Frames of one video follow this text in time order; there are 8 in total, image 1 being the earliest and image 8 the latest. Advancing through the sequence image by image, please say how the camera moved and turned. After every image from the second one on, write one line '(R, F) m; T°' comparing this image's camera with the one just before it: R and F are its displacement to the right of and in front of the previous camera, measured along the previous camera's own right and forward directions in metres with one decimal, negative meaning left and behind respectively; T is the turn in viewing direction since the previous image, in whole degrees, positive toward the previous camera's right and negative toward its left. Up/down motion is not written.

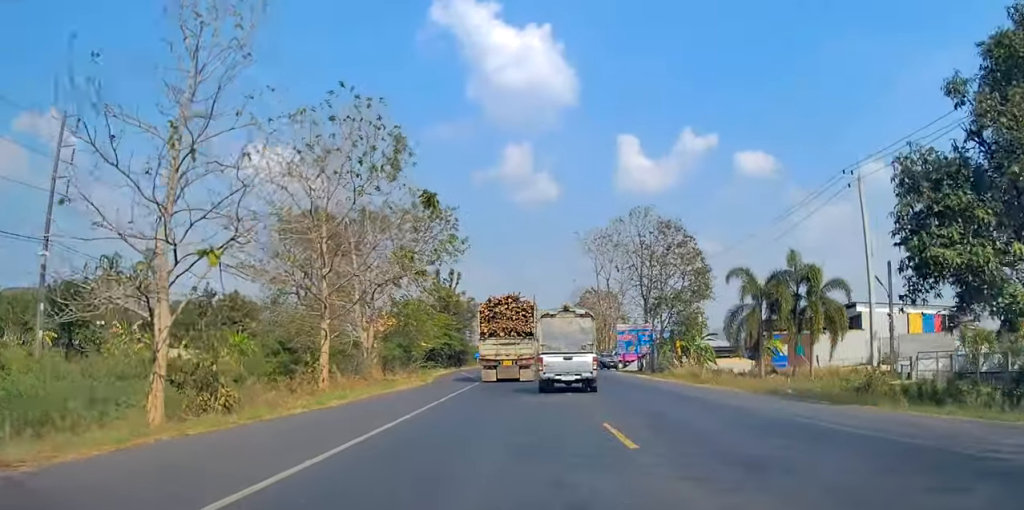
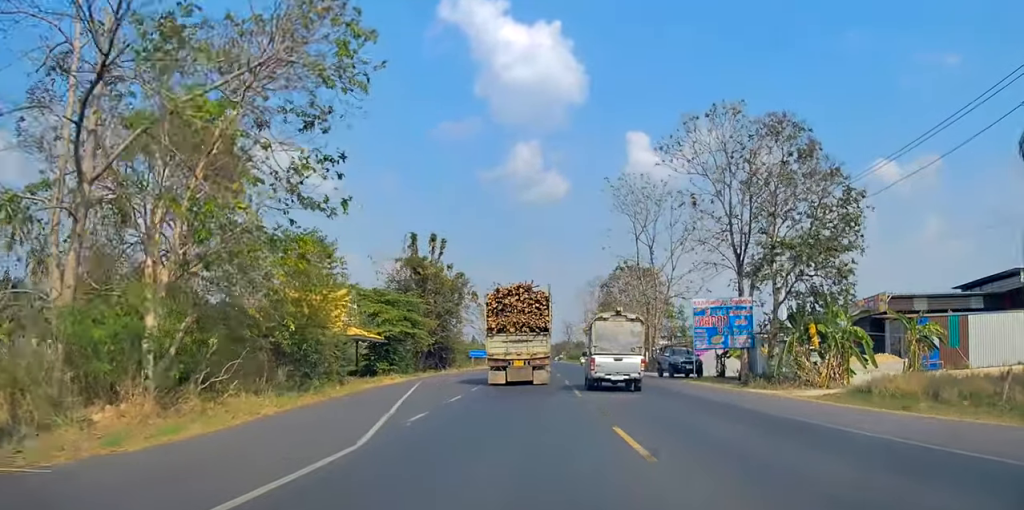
(-0.3, +24.3) m; -1°
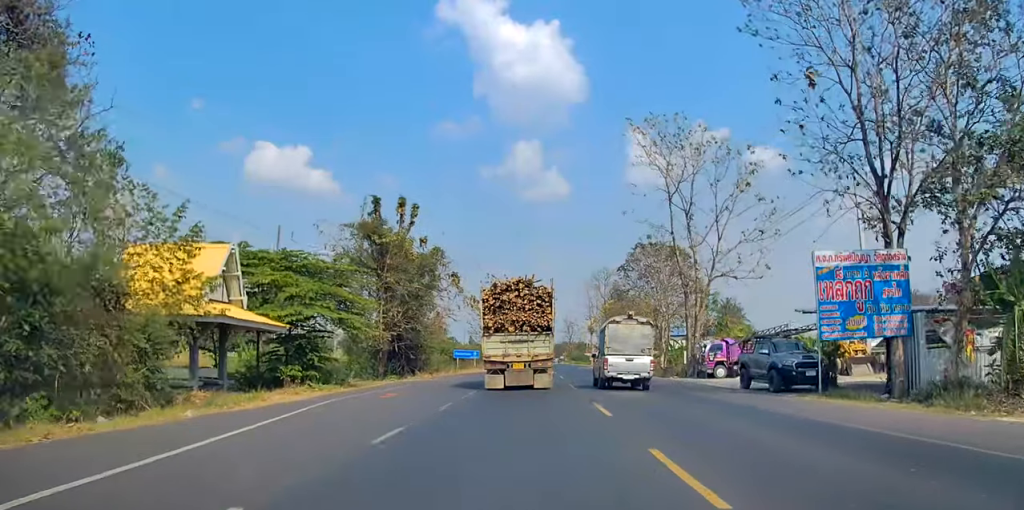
(-0.2, +14.0) m; -2°
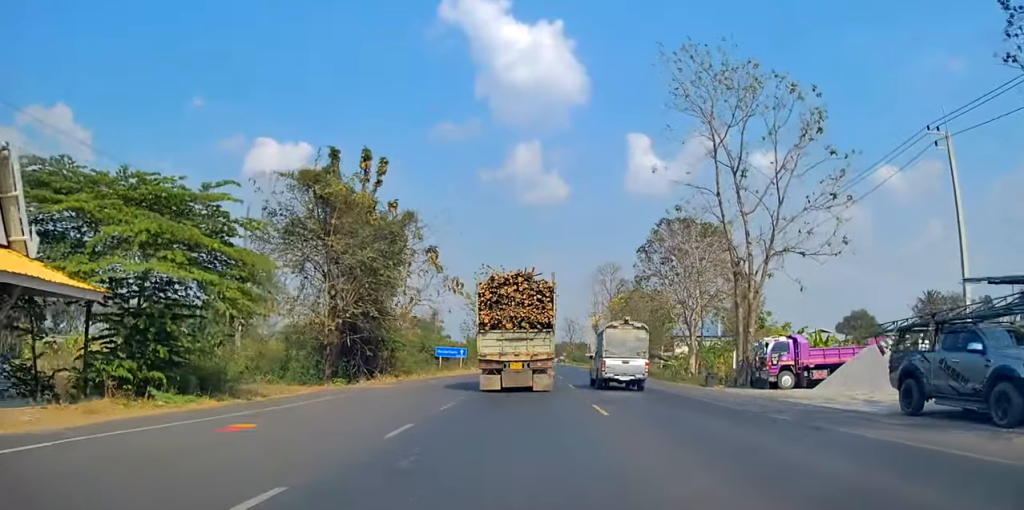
(-0.2, +11.1) m; 0°
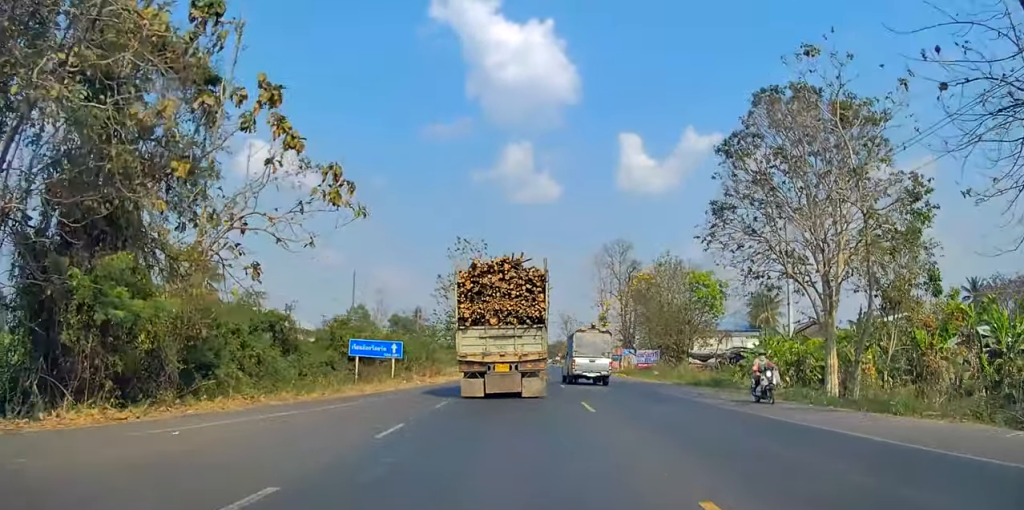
(+0.7, +23.6) m; +2°
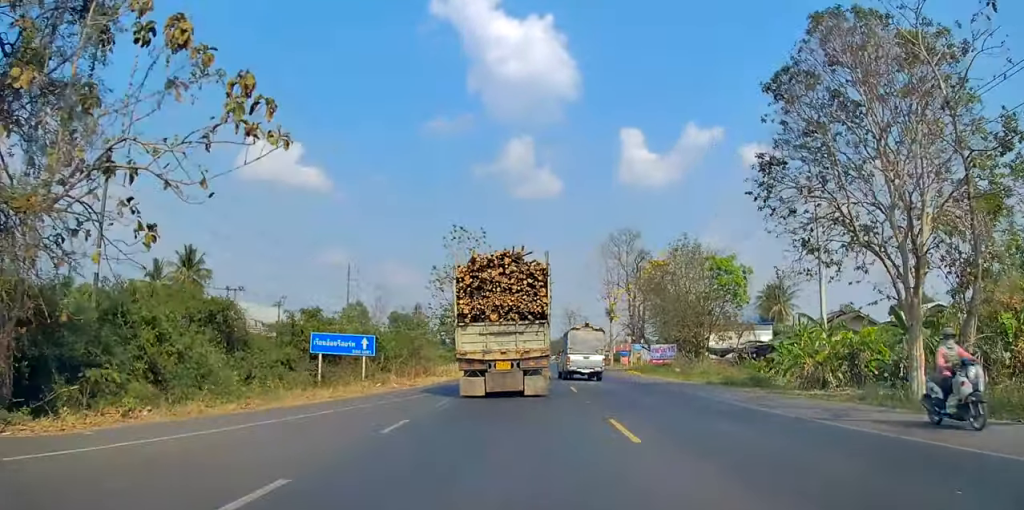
(0.0, +5.7) m; 0°
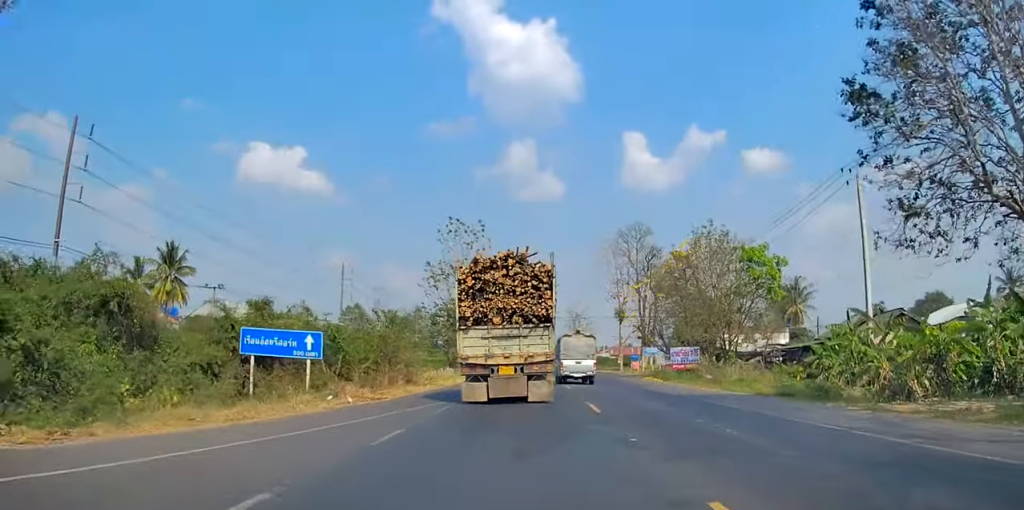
(0.0, +5.8) m; 0°
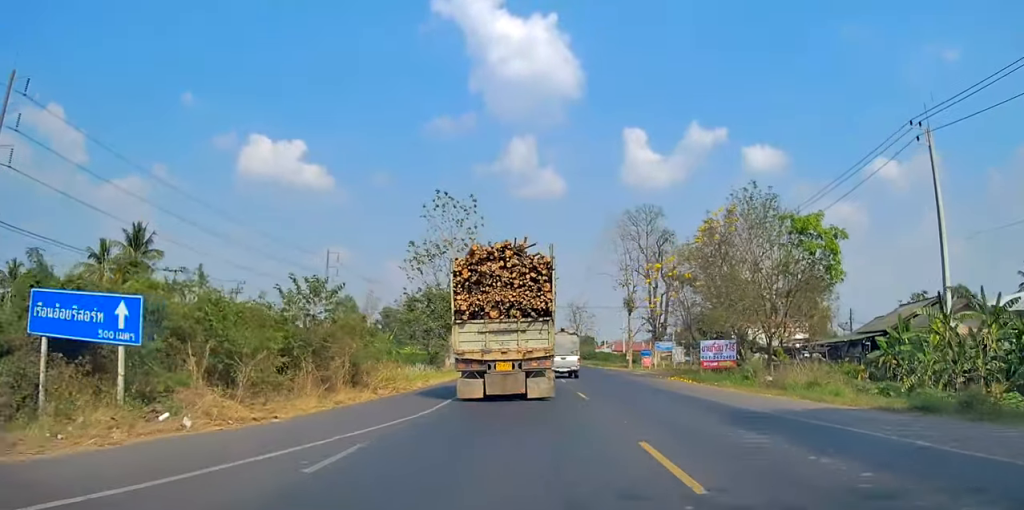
(0.0, +8.9) m; 0°
